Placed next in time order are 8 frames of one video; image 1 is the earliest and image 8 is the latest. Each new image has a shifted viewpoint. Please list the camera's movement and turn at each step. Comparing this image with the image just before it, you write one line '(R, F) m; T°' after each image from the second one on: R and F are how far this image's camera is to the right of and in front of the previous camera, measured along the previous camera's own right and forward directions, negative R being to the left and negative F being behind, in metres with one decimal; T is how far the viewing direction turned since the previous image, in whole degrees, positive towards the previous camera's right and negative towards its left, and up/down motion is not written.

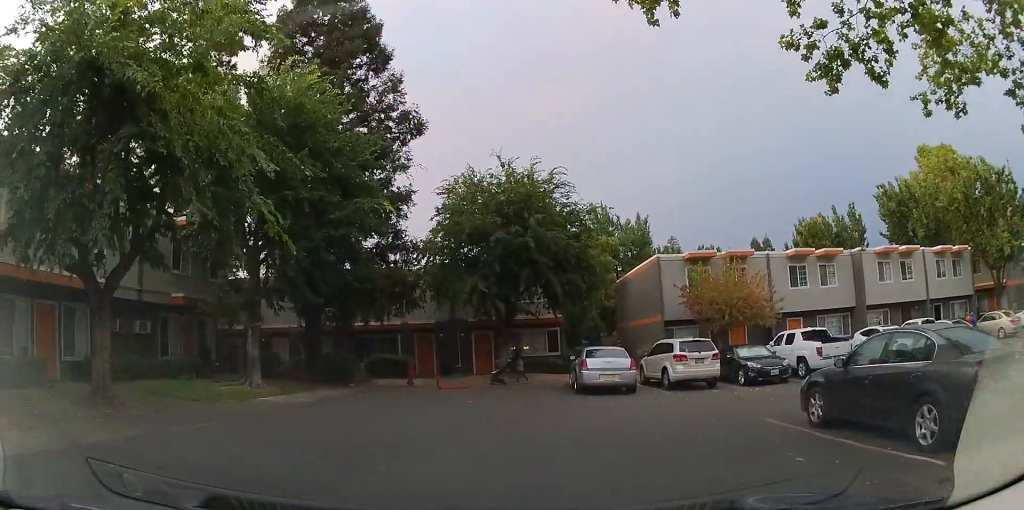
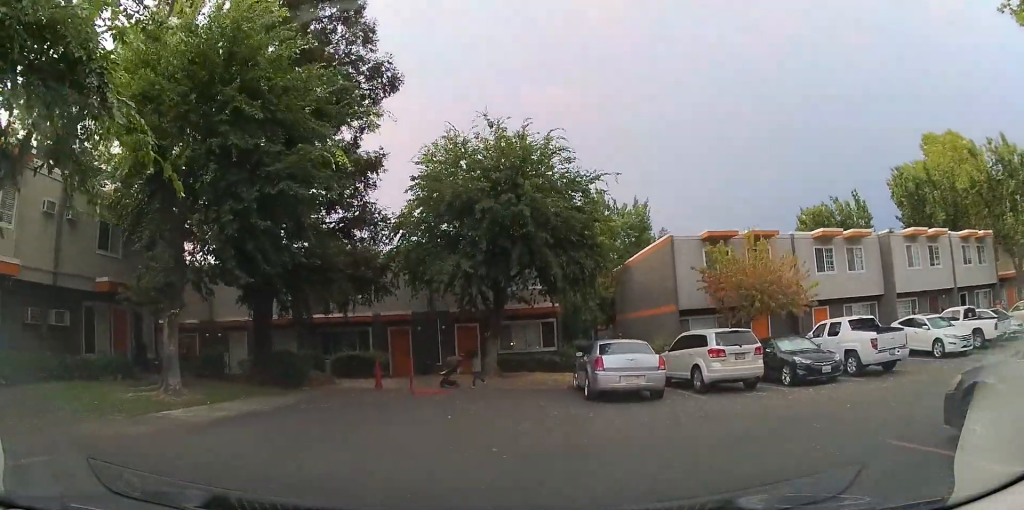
(-0.1, +3.0) m; +1°
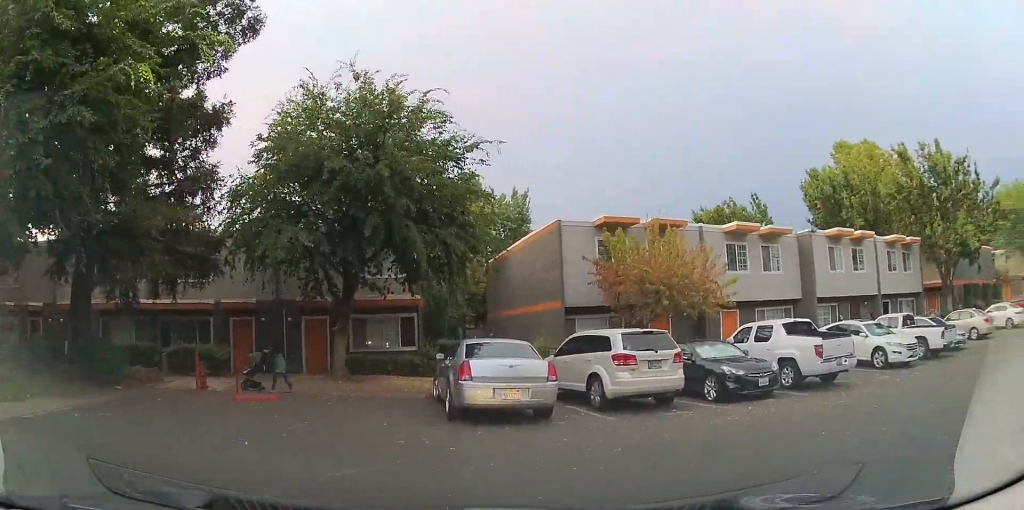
(+0.2, +2.6) m; +24°
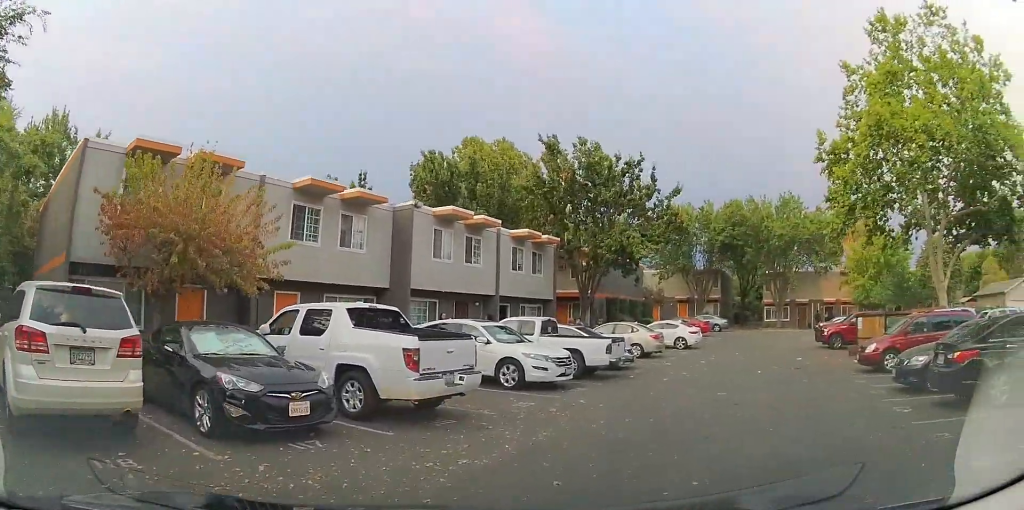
(+2.1, +4.4) m; +36°
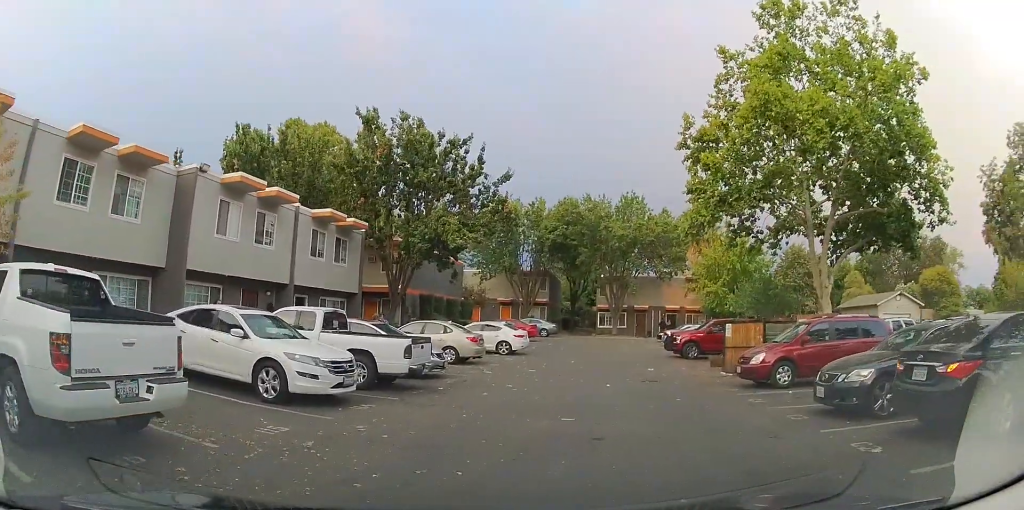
(+0.1, +3.2) m; +2°
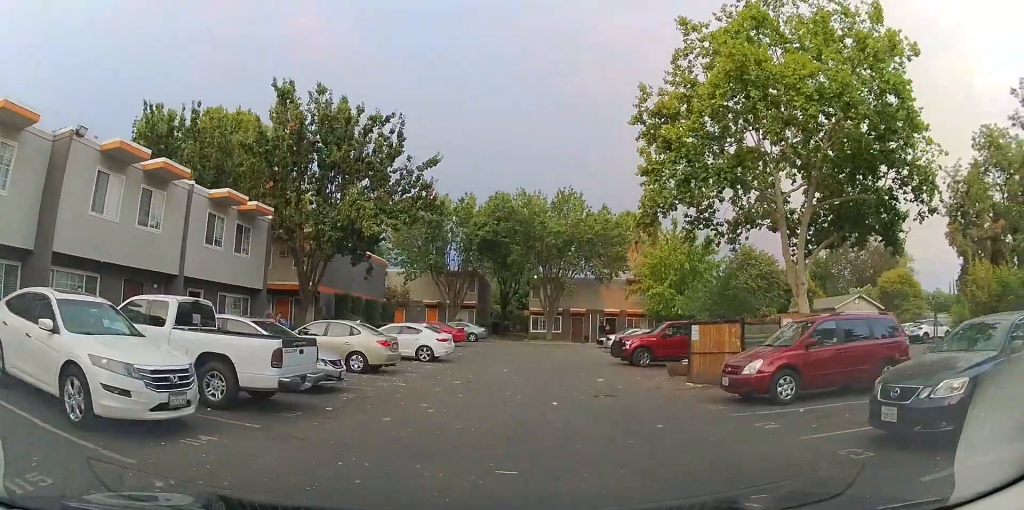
(0.0, +3.2) m; +6°
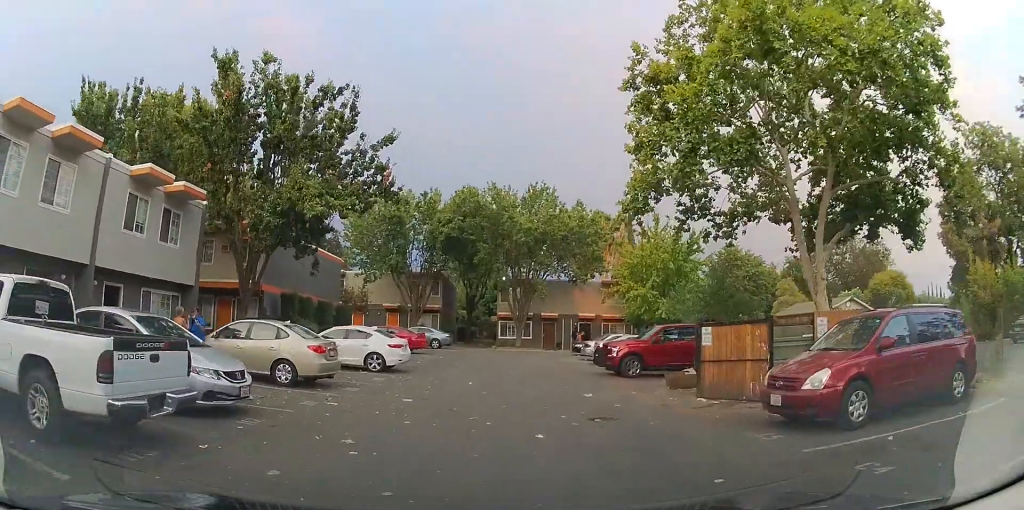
(+0.2, +3.1) m; +9°
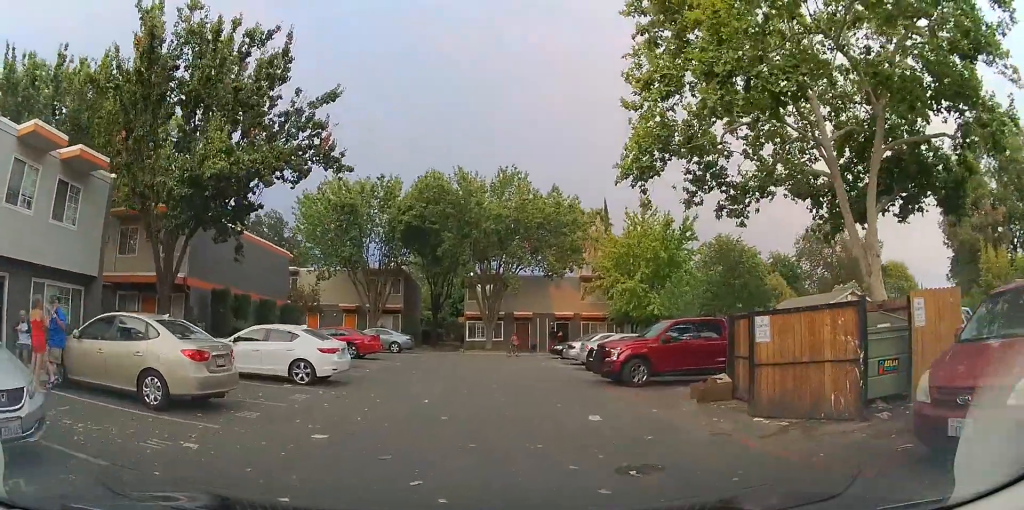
(+0.6, +4.2) m; +8°
